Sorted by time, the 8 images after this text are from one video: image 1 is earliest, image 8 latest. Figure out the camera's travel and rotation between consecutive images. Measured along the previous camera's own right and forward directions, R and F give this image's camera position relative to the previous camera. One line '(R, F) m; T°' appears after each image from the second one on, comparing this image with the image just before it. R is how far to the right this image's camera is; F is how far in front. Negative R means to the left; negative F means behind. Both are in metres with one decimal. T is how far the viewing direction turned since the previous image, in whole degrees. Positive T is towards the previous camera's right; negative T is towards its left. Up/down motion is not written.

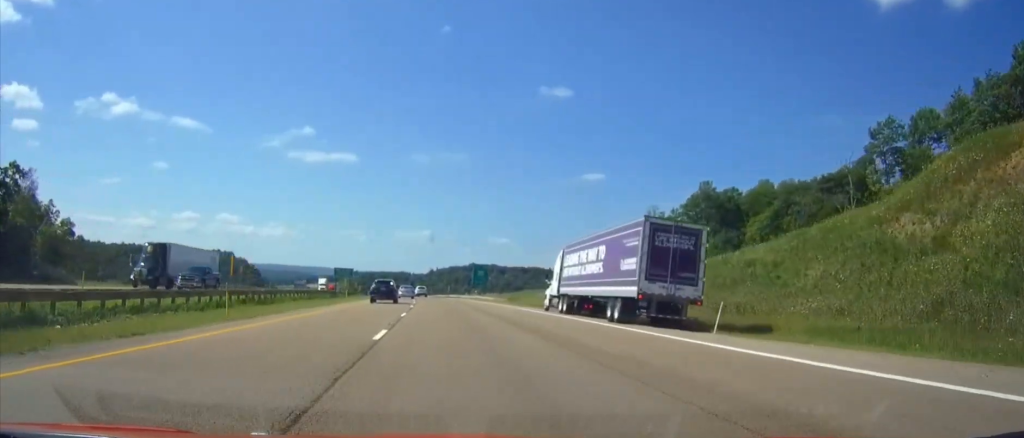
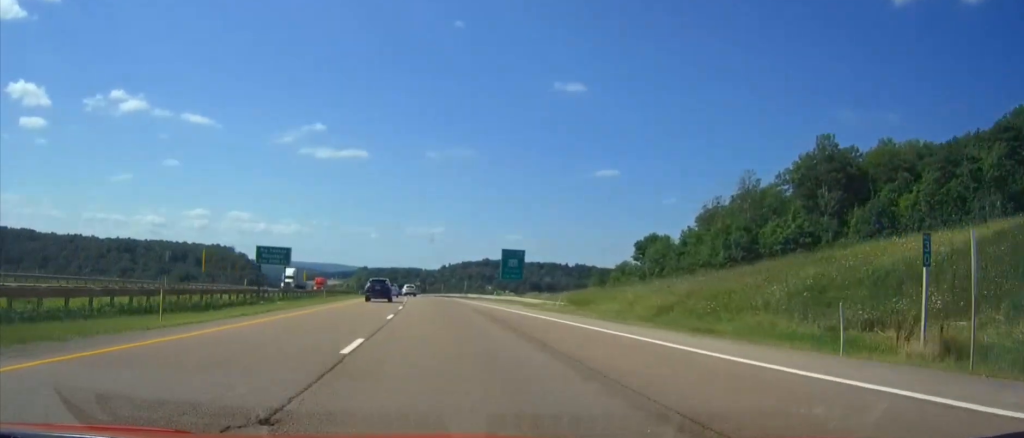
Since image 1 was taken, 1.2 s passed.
(-0.2, +40.6) m; -1°
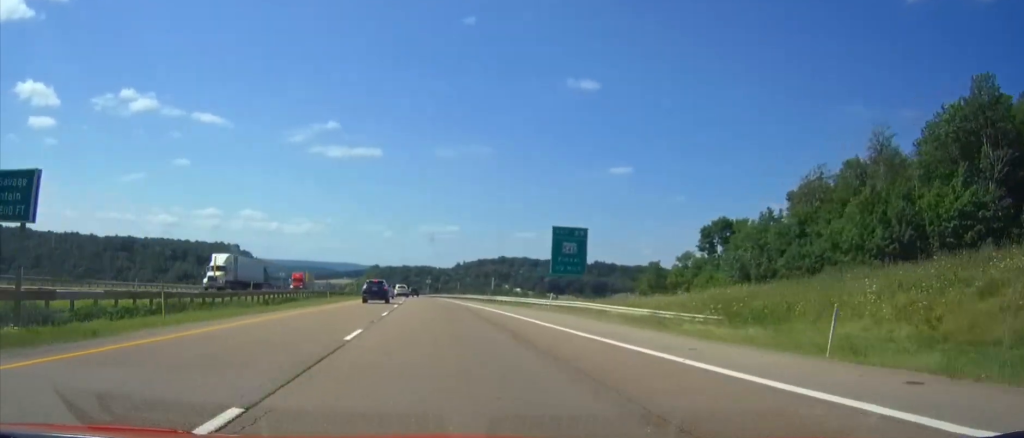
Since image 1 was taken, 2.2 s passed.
(-0.4, +31.9) m; -1°
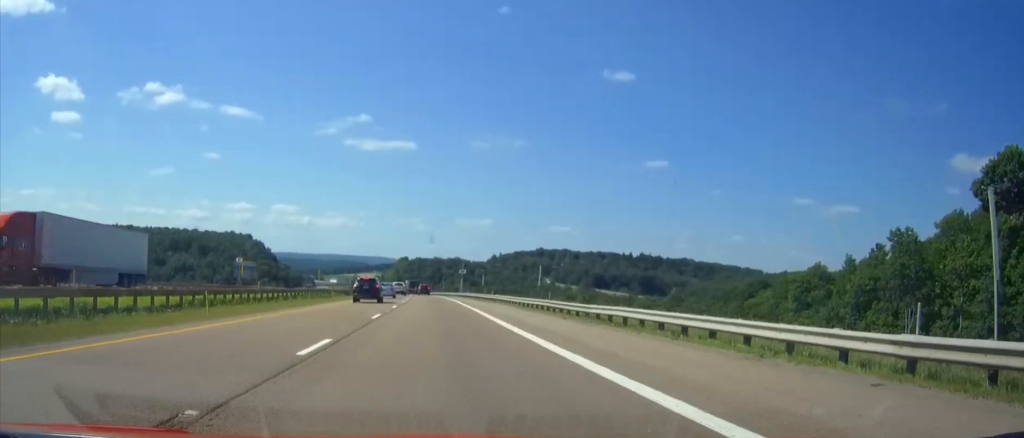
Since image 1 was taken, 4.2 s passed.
(-1.3, +65.3) m; -2°
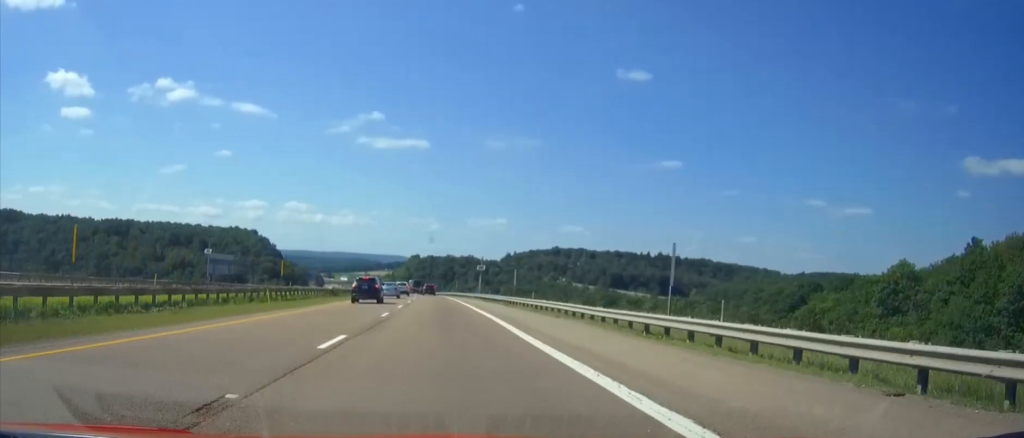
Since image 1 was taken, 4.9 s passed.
(-0.2, +23.3) m; -1°
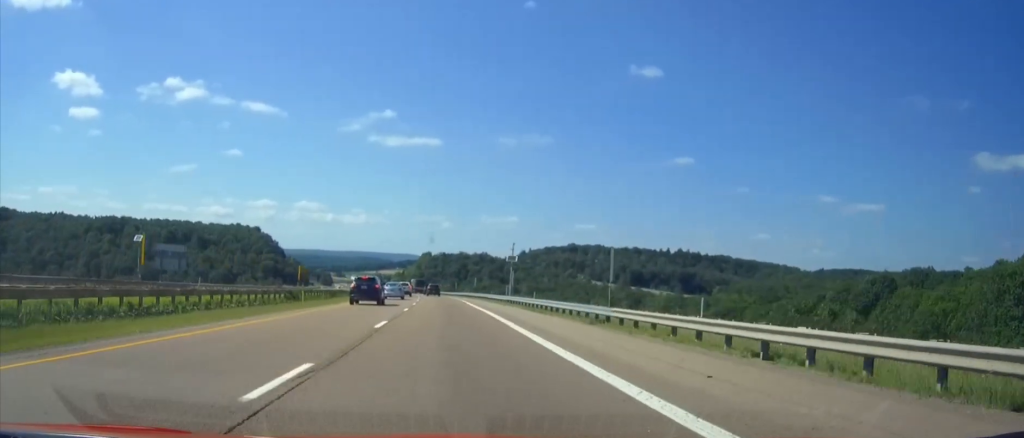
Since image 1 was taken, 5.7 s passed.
(-0.3, +28.8) m; -1°
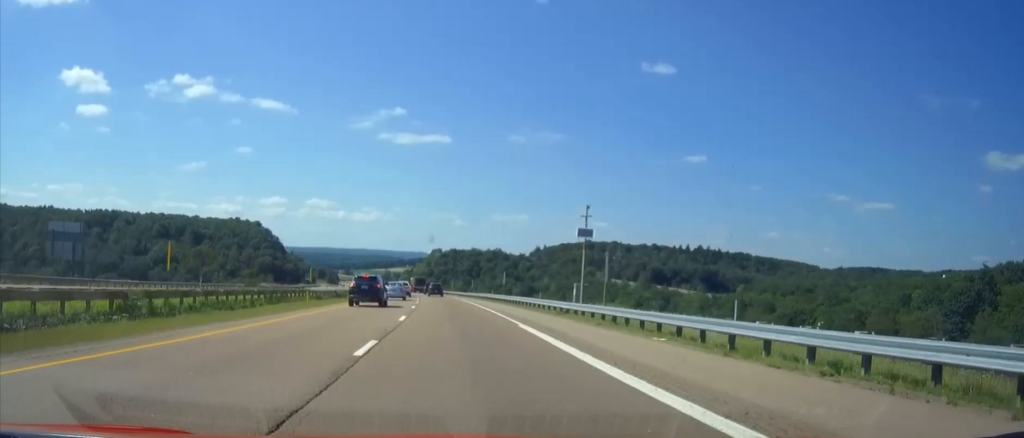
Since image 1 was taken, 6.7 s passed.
(-0.2, +32.1) m; -1°
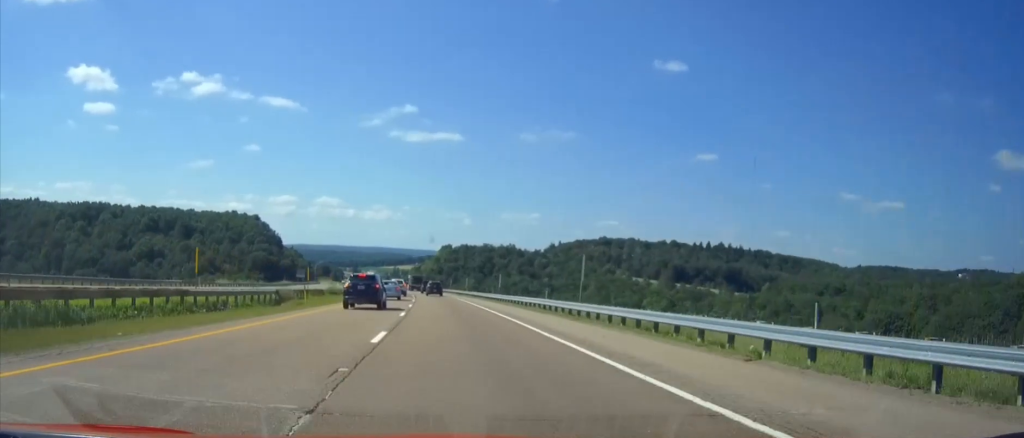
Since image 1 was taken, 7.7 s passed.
(-0.4, +33.9) m; -1°
